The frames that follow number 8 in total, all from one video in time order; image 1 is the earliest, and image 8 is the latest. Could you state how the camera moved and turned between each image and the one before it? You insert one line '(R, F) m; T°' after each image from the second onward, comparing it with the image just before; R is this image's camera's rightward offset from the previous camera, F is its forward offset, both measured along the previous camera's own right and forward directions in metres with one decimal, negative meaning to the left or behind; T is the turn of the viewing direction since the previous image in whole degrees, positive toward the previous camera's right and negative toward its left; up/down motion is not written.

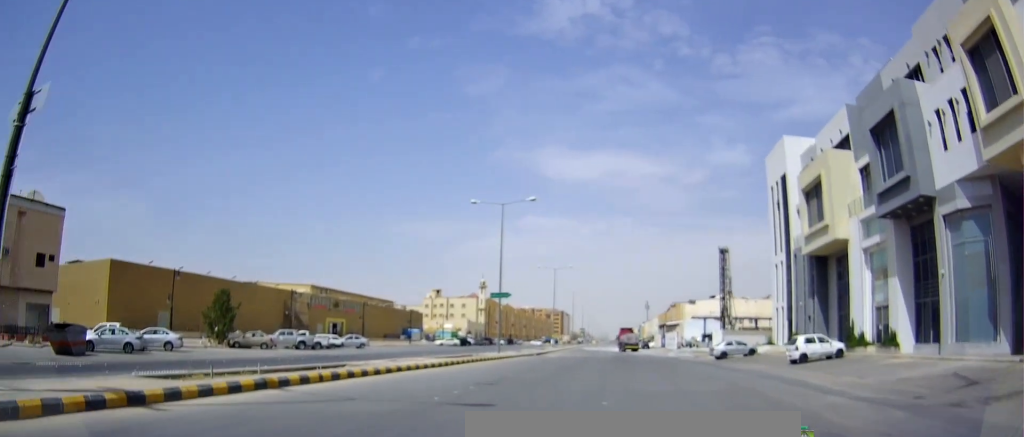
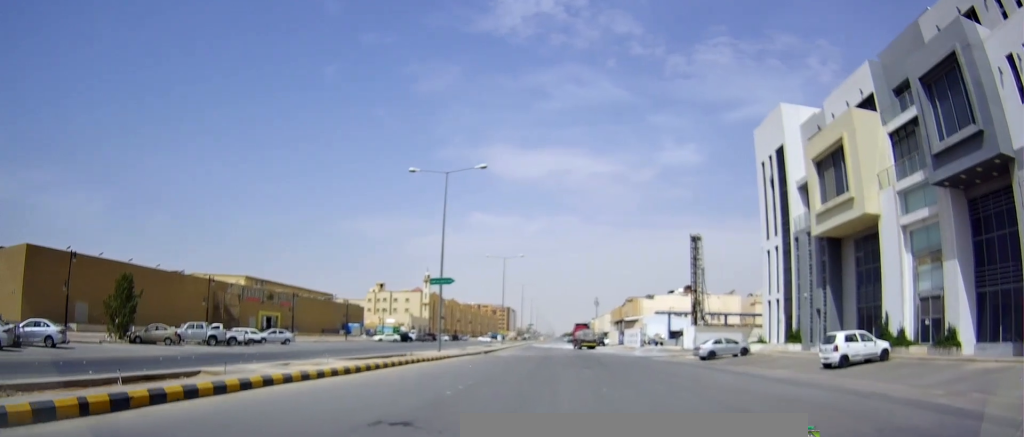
(+0.6, +6.5) m; +12°
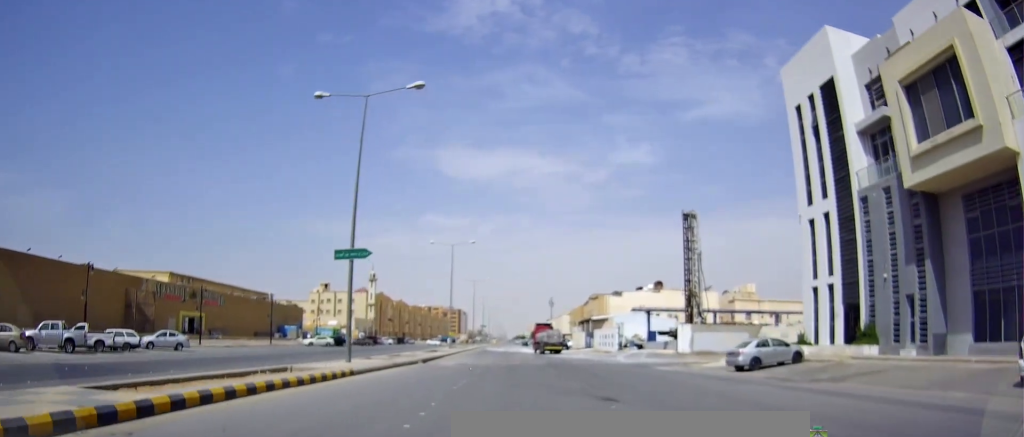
(+1.4, +11.0) m; +8°
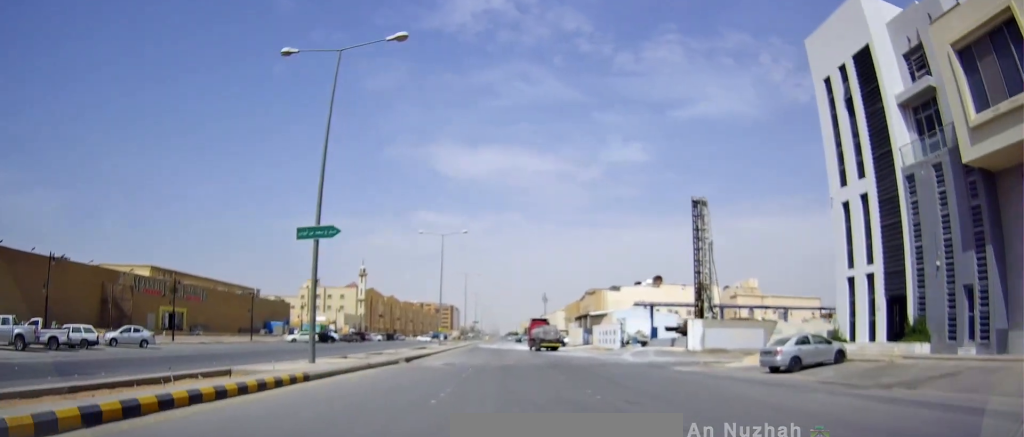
(-0.2, +3.9) m; 0°
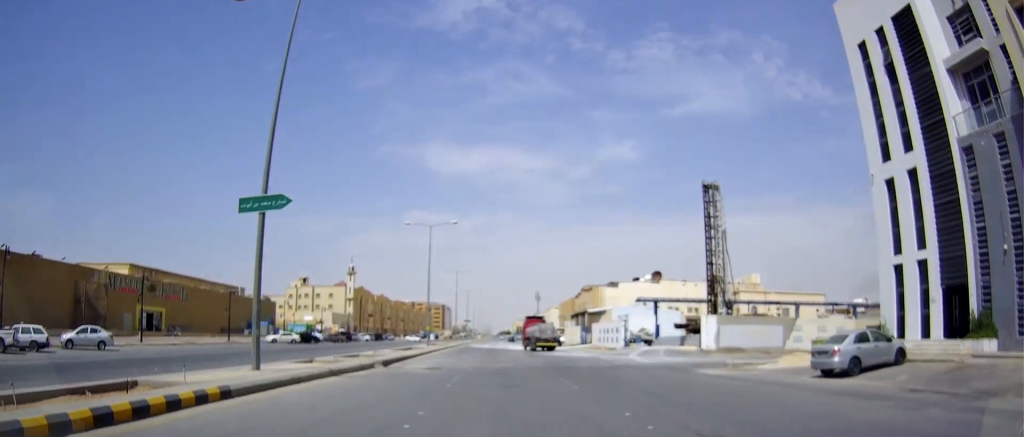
(-0.2, +4.1) m; 0°
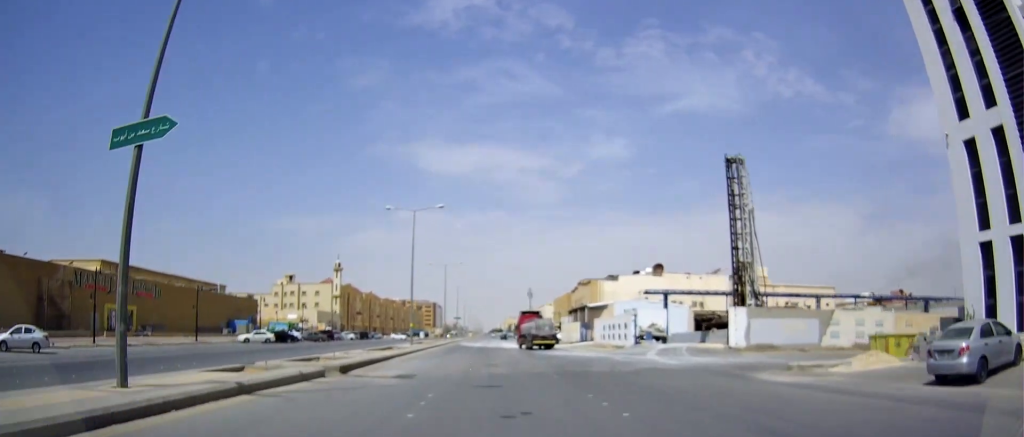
(+0.3, +6.2) m; +2°
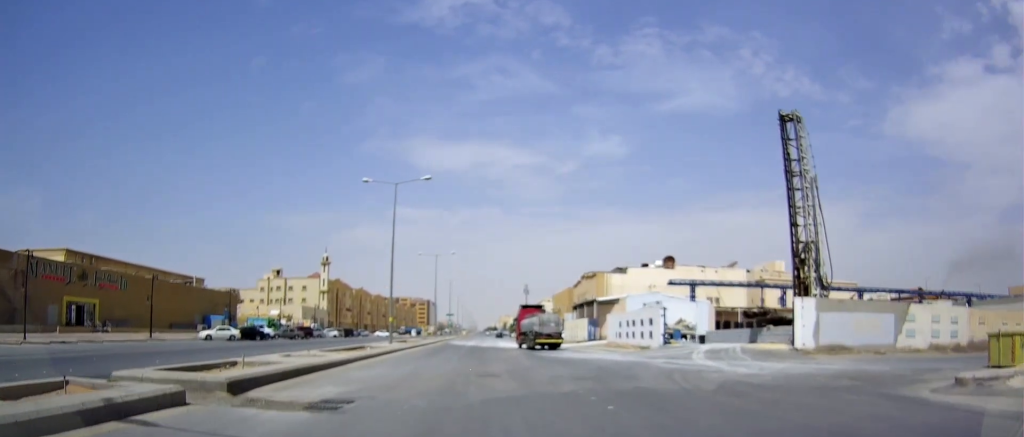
(+0.1, +8.6) m; +1°
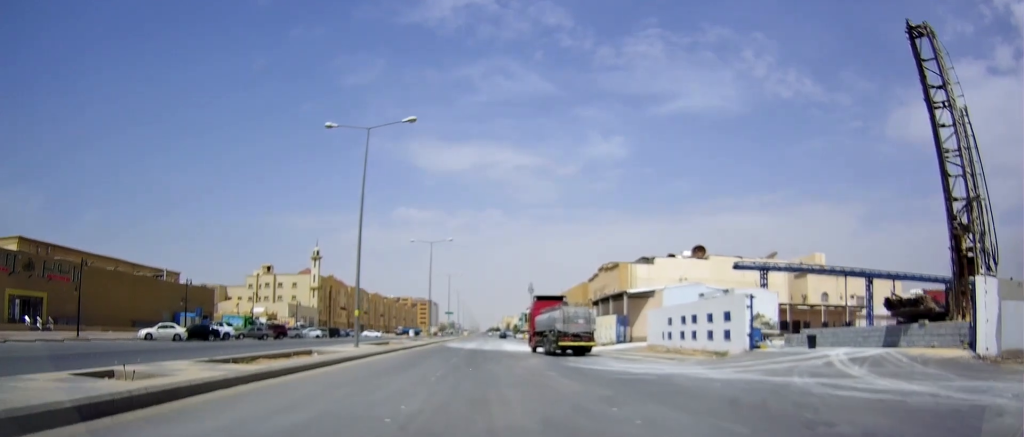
(+0.2, +12.5) m; 0°
